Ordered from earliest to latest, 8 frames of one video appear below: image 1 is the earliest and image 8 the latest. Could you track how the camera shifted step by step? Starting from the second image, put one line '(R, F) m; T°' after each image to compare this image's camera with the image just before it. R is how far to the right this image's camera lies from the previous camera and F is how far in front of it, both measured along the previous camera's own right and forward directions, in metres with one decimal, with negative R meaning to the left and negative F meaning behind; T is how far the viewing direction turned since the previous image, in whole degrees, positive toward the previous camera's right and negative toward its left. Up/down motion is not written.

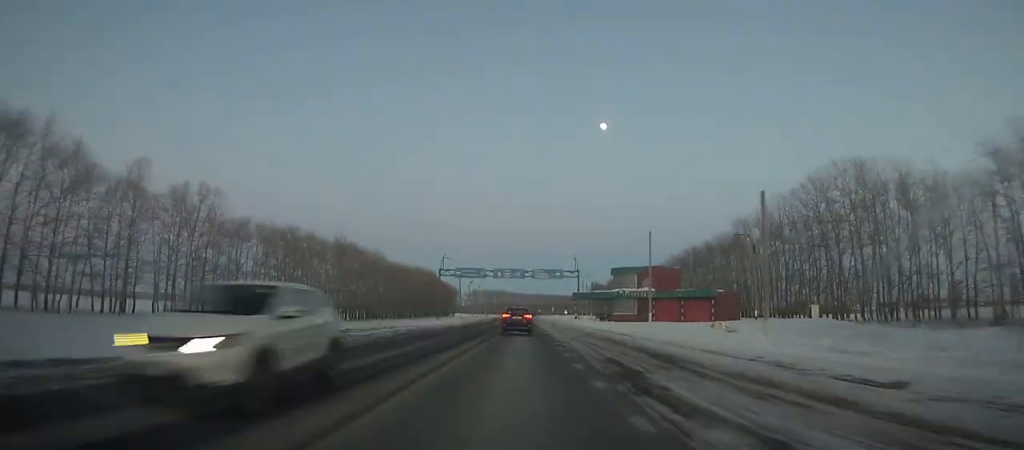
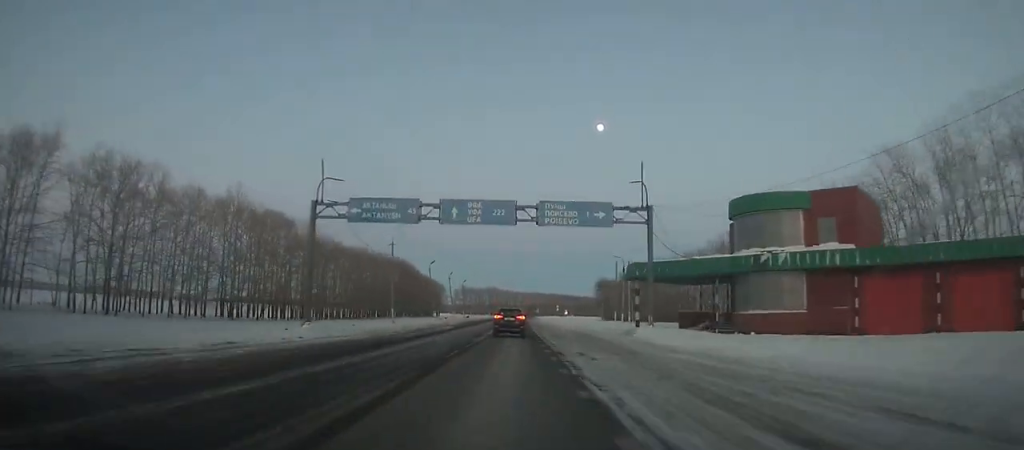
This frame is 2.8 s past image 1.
(+0.2, +51.7) m; 0°
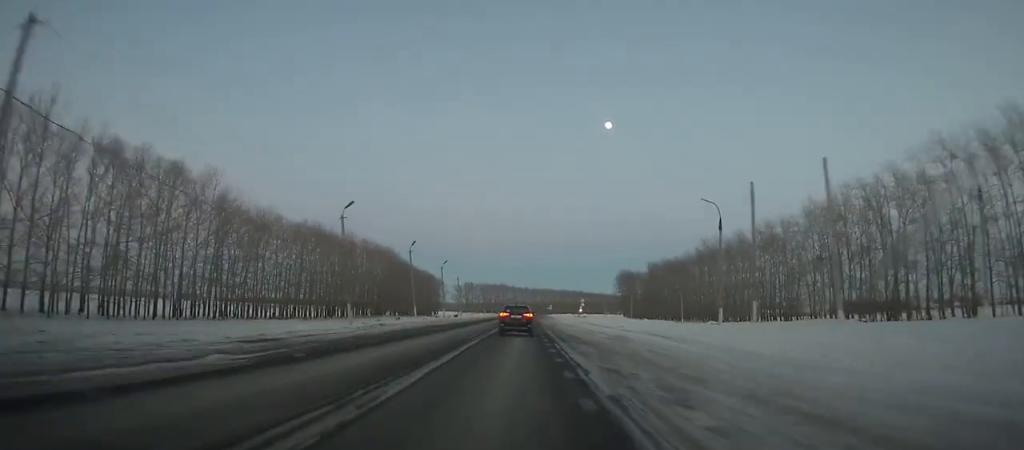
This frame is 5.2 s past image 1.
(-0.1, +43.2) m; 0°
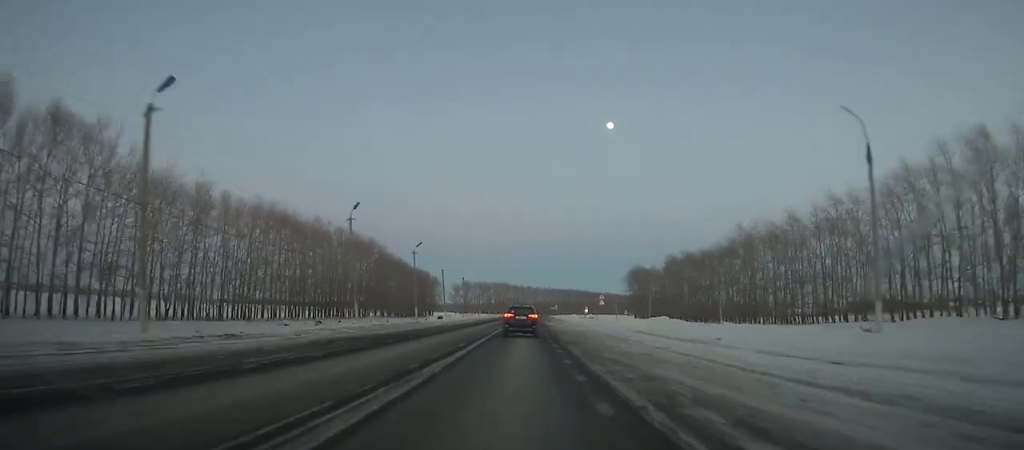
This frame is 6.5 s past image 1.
(-0.1, +23.2) m; 0°
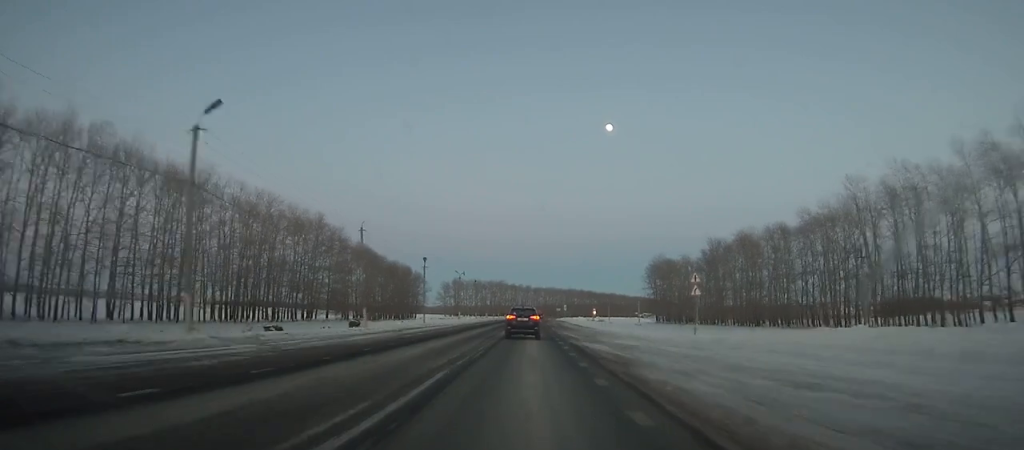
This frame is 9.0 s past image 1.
(0.0, +43.6) m; 0°
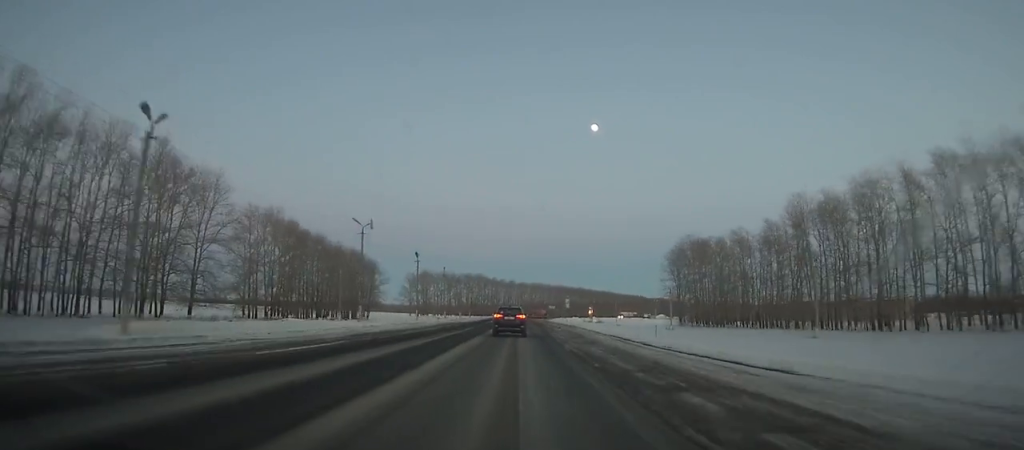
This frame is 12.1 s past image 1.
(+0.3, +53.4) m; +1°
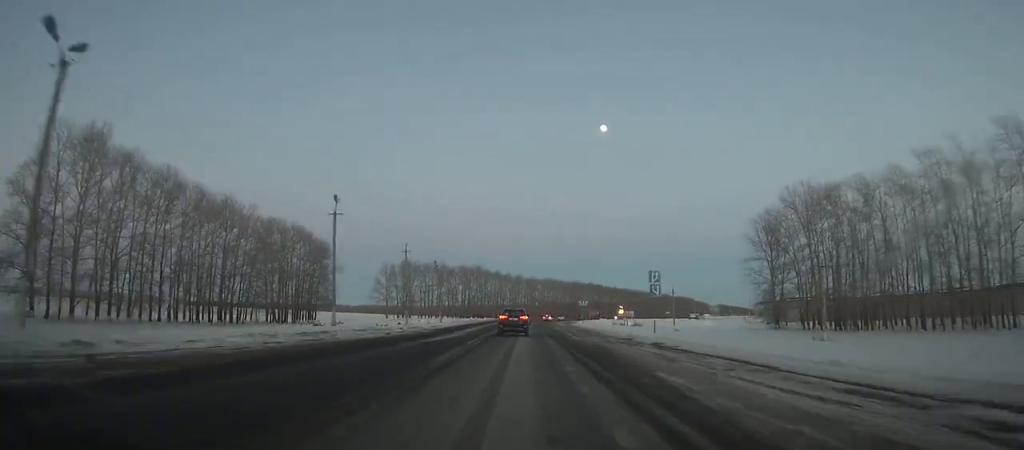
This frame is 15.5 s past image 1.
(+0.4, +58.1) m; 0°
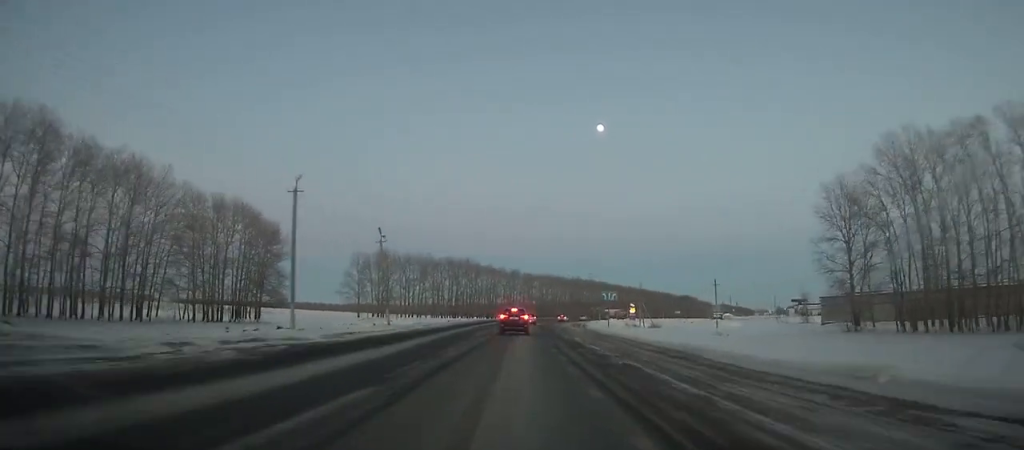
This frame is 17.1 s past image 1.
(-0.1, +27.3) m; 0°
